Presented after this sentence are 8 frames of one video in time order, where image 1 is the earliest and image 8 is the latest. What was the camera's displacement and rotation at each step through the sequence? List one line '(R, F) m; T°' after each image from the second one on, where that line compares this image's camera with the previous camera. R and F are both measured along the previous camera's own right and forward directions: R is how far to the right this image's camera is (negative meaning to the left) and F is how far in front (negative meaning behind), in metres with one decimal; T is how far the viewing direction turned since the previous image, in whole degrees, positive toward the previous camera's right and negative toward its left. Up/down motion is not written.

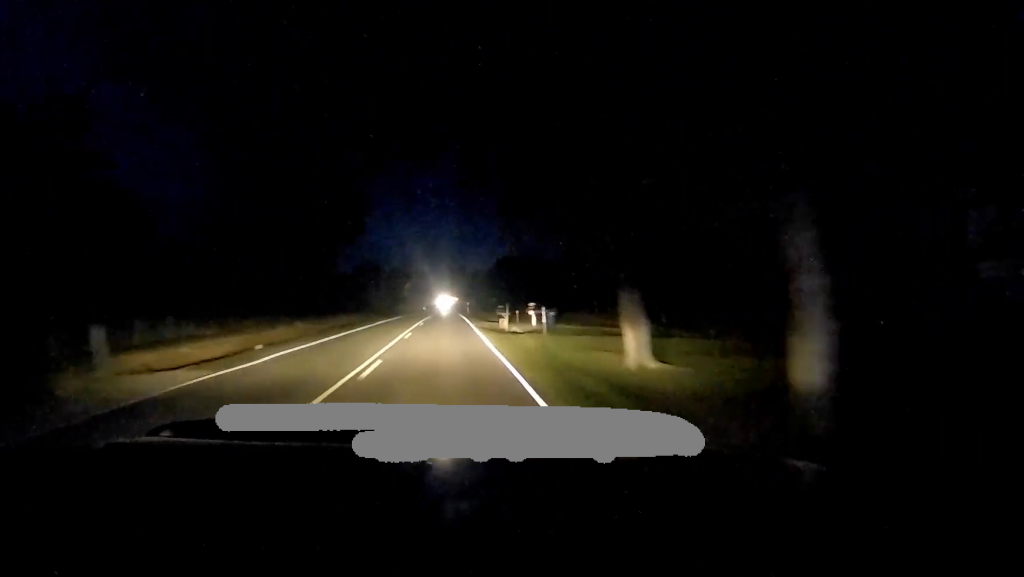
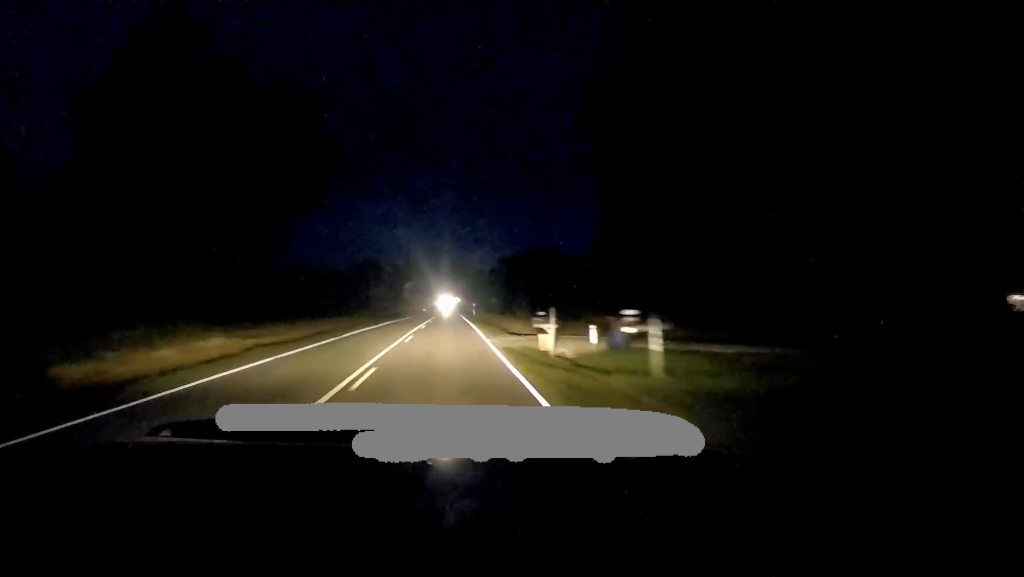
(+0.1, +12.7) m; +1°
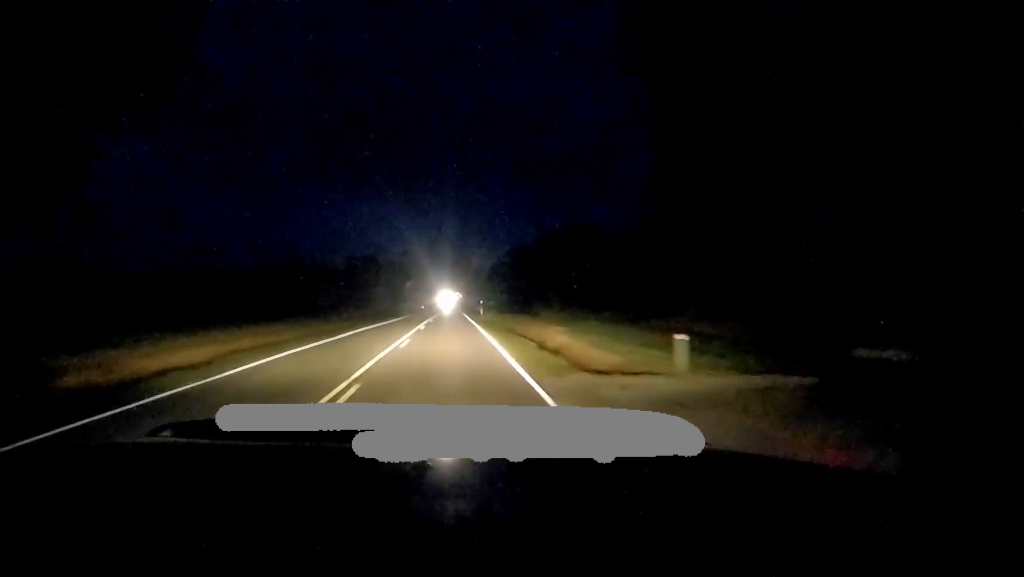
(+0.4, +14.3) m; 0°
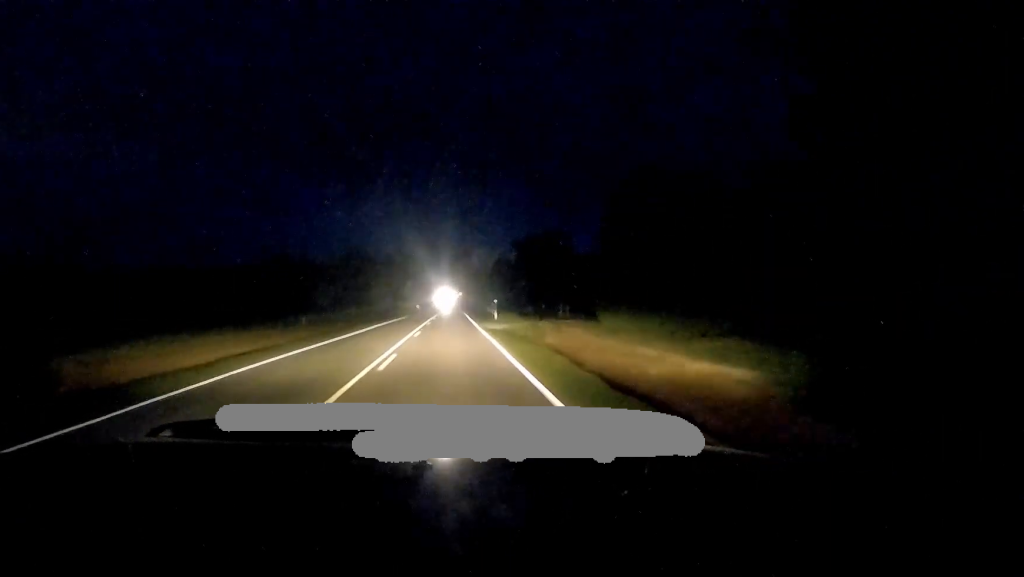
(-0.5, +17.8) m; -1°
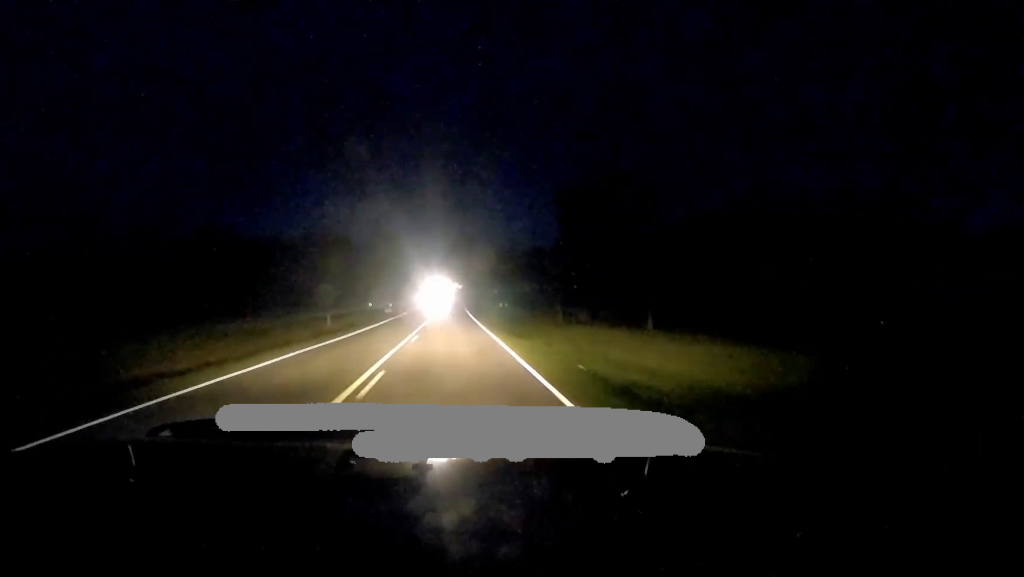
(+0.8, +51.9) m; +1°
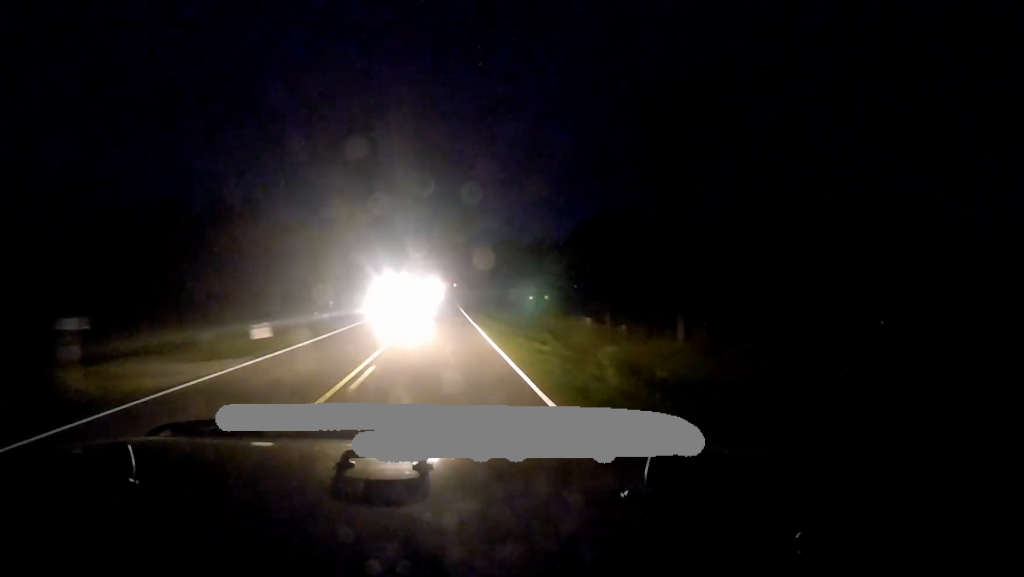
(-1.1, +35.7) m; -1°
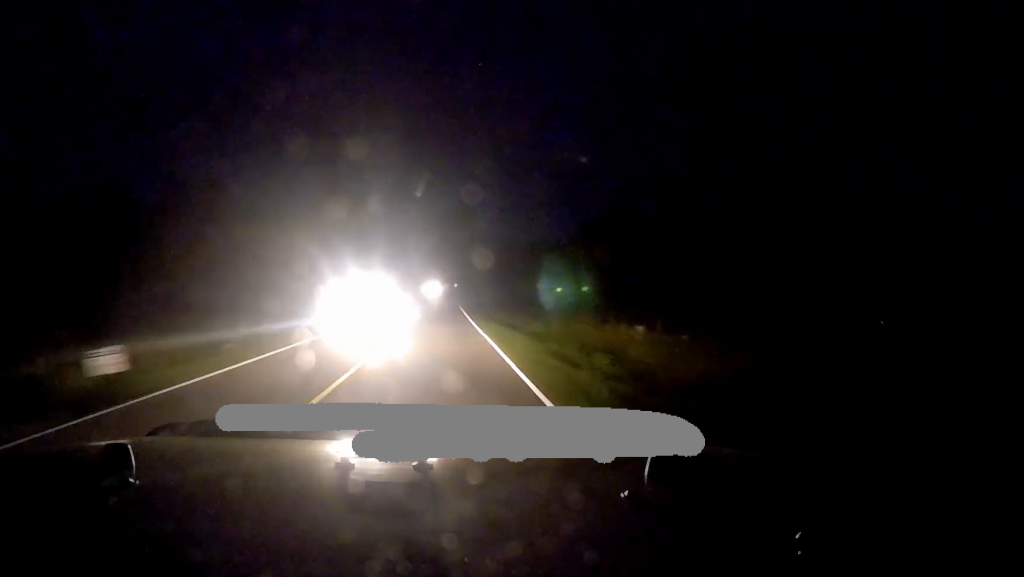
(-0.2, +9.3) m; +1°
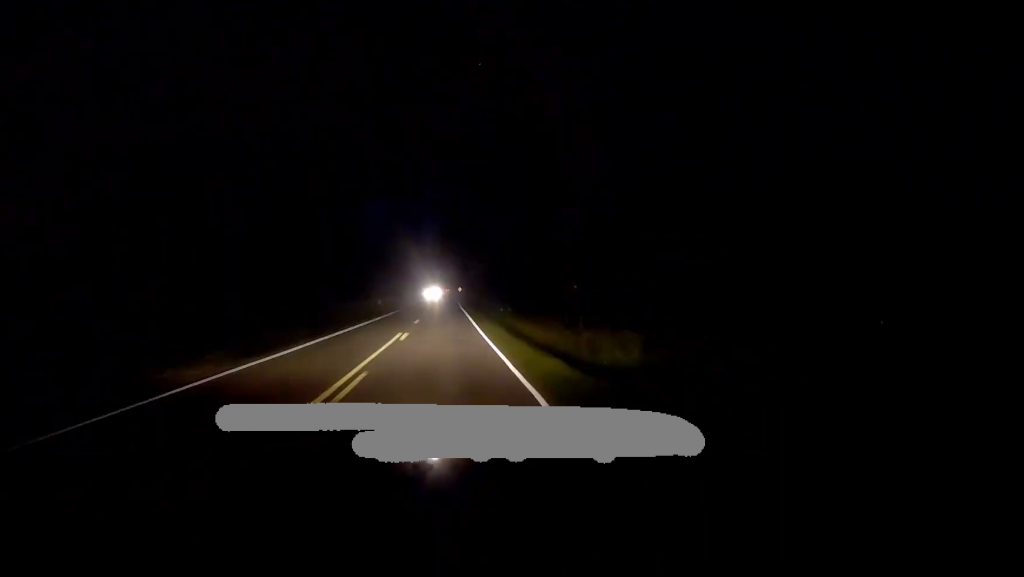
(+0.5, +16.3) m; 0°
